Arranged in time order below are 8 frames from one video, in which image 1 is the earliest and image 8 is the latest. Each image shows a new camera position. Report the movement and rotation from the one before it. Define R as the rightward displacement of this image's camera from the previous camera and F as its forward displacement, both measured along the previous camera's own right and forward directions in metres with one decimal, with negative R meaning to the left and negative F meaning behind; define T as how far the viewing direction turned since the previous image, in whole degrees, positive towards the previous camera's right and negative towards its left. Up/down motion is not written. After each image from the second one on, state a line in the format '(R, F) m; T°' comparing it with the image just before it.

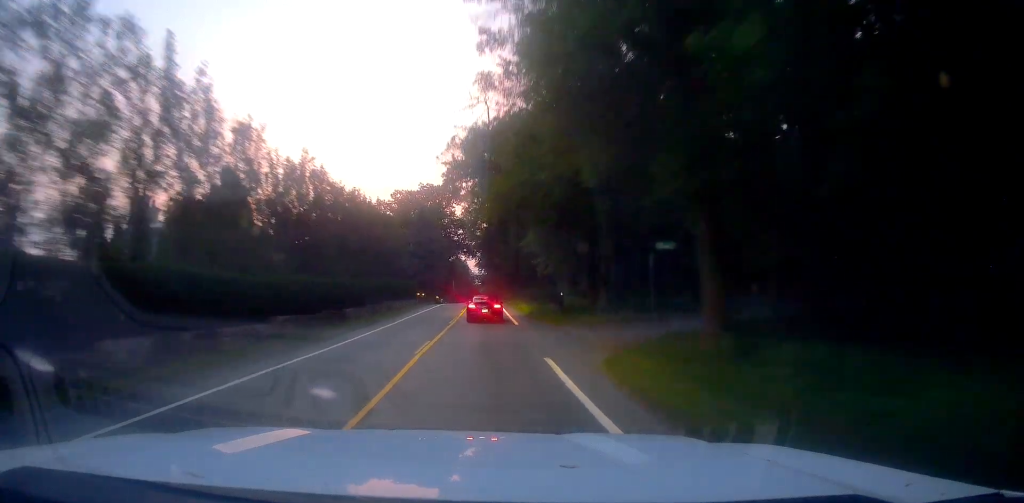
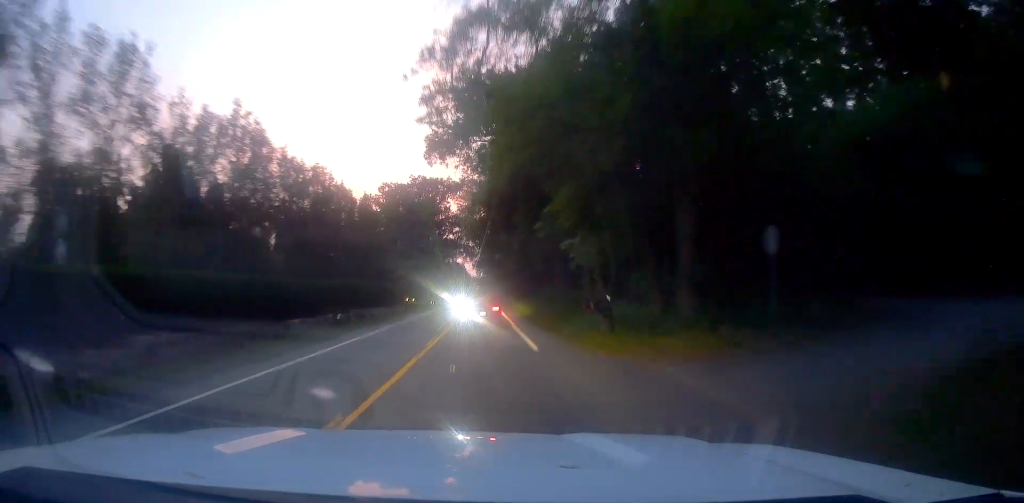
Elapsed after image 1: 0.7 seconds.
(-0.1, +11.7) m; 0°
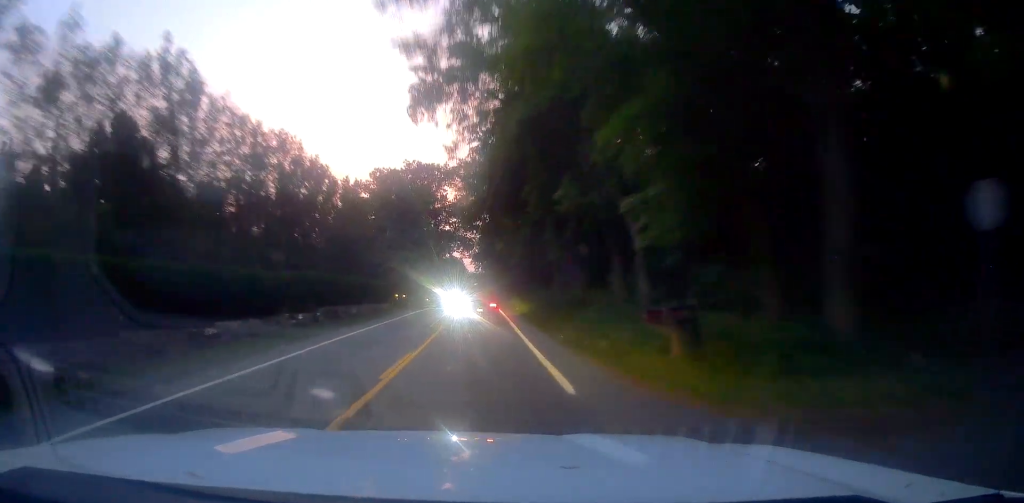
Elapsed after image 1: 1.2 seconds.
(+0.1, +7.8) m; +1°
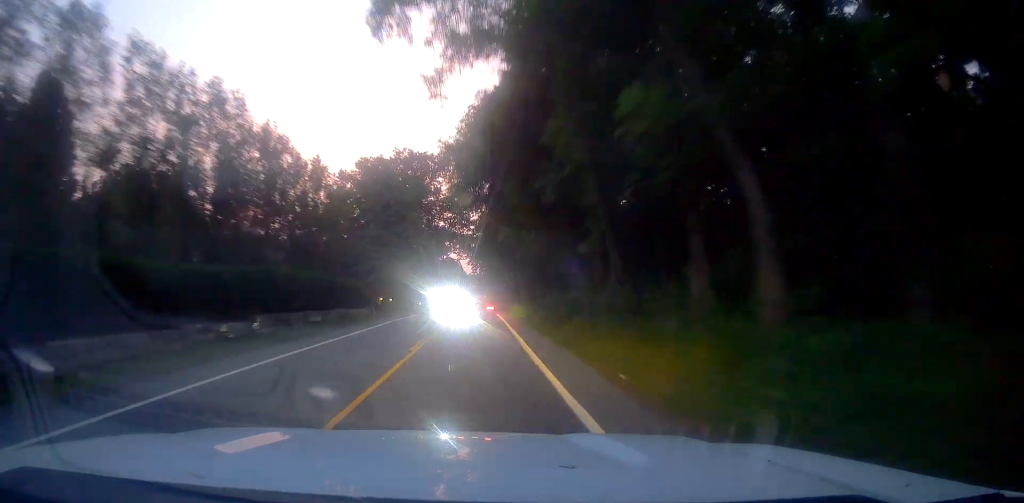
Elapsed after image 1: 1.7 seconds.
(+0.2, +9.7) m; -1°
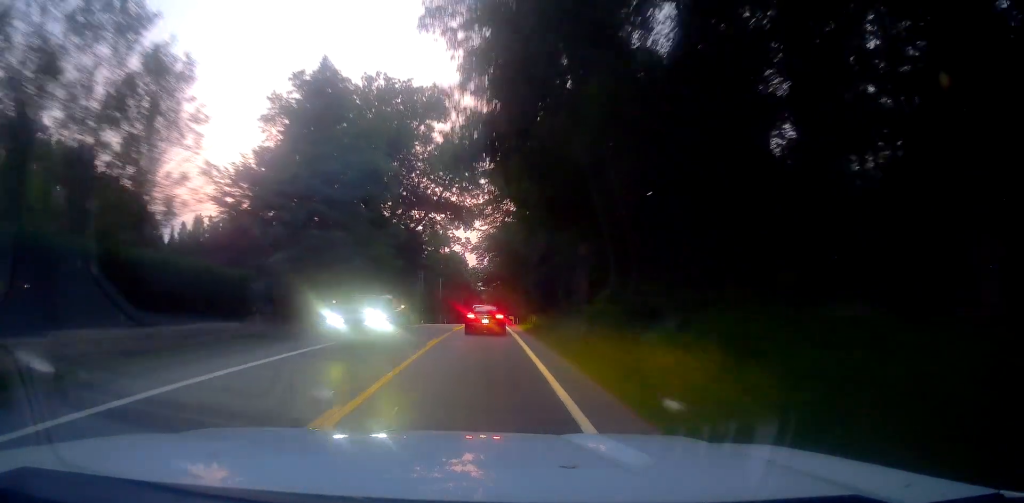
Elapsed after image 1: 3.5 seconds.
(-1.2, +29.3) m; -1°
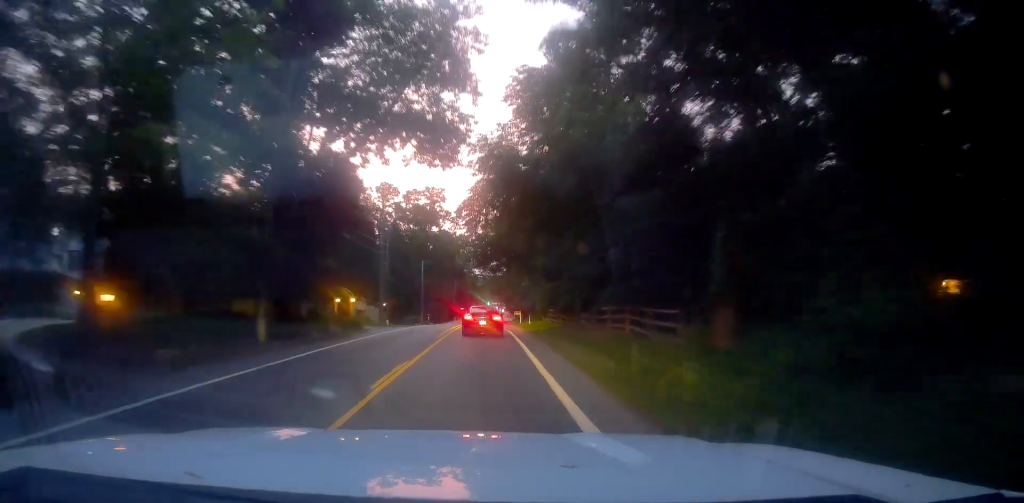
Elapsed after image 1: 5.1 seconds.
(+0.7, +26.5) m; +1°
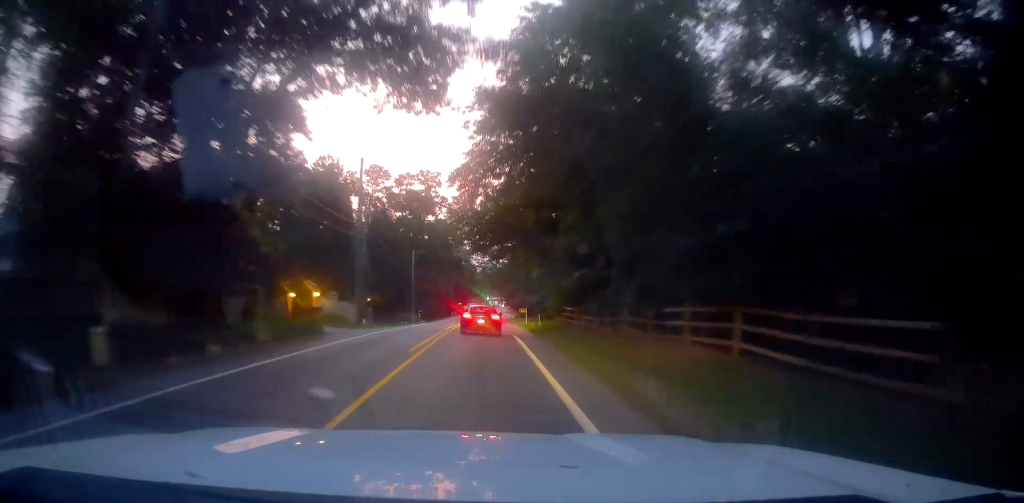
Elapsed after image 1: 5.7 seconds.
(0.0, +10.1) m; -1°
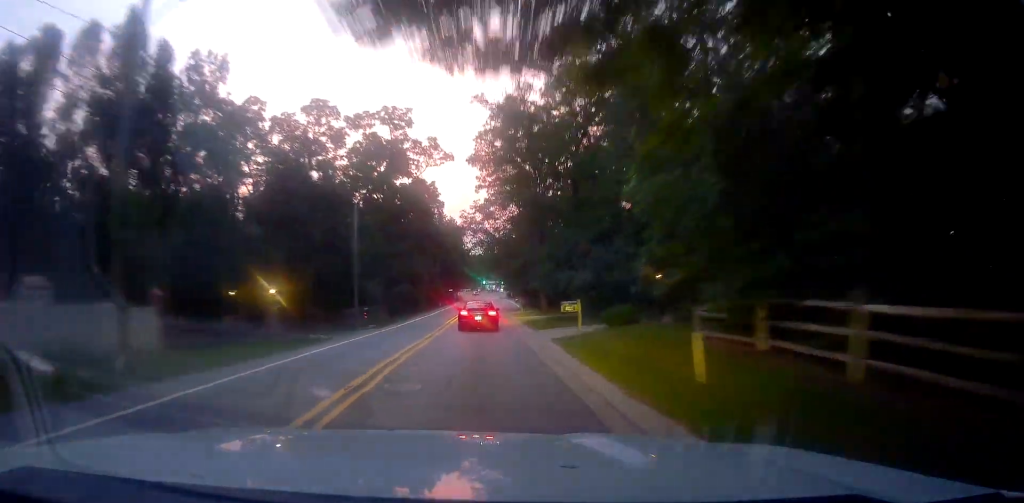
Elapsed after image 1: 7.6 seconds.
(-0.6, +29.6) m; 0°
